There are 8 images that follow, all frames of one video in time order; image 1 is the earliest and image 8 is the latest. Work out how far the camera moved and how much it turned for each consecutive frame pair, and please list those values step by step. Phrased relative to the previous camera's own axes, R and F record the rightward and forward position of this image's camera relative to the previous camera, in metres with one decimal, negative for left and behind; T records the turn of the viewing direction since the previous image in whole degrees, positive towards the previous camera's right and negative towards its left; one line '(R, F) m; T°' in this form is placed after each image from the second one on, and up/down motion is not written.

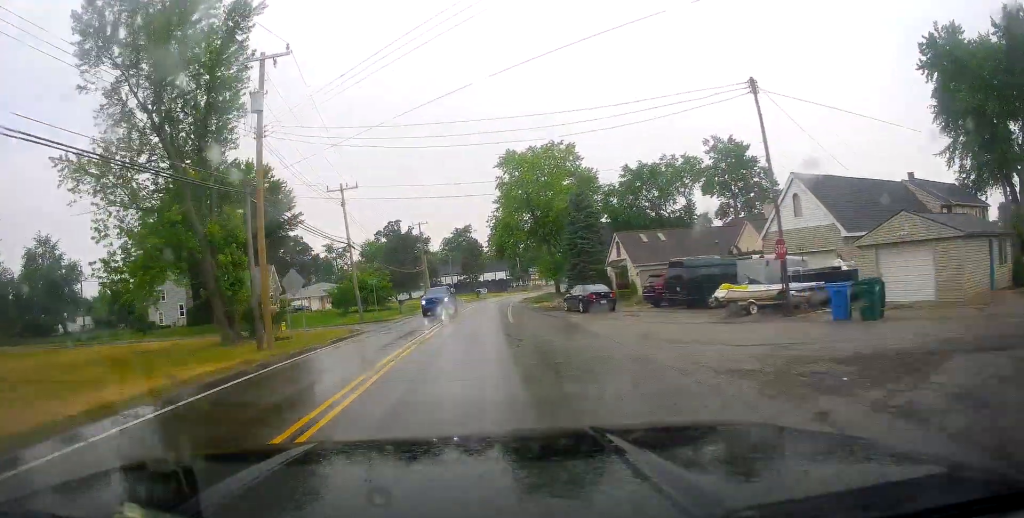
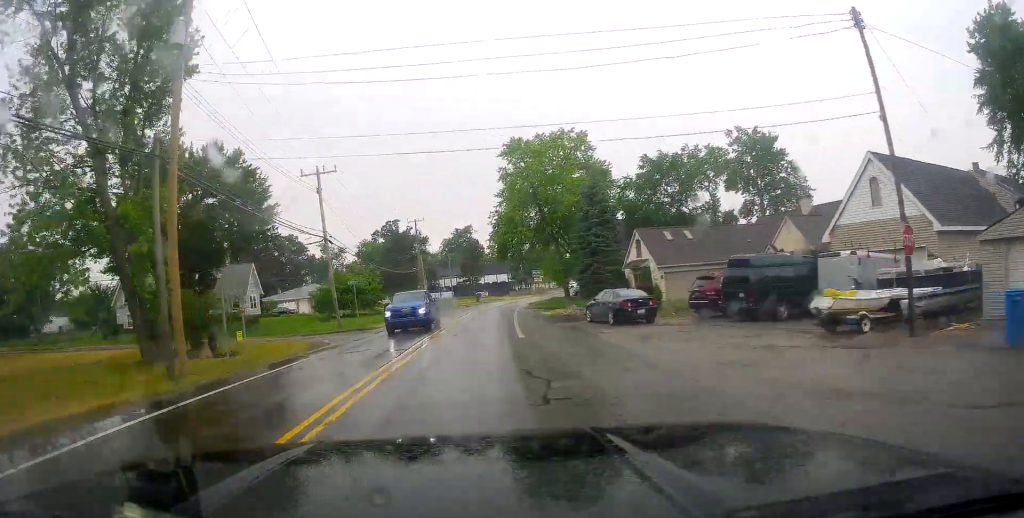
(+0.2, +7.2) m; 0°
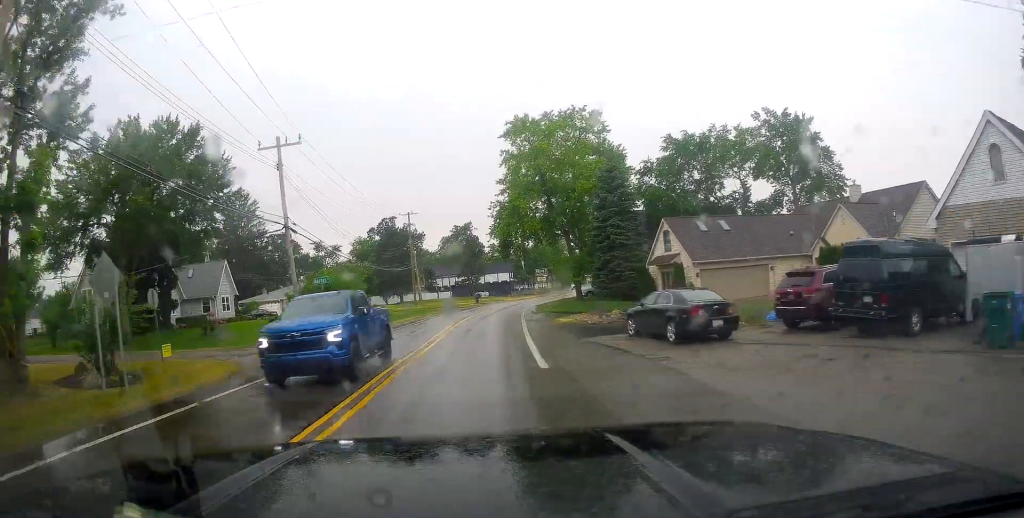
(+0.3, +7.8) m; -1°
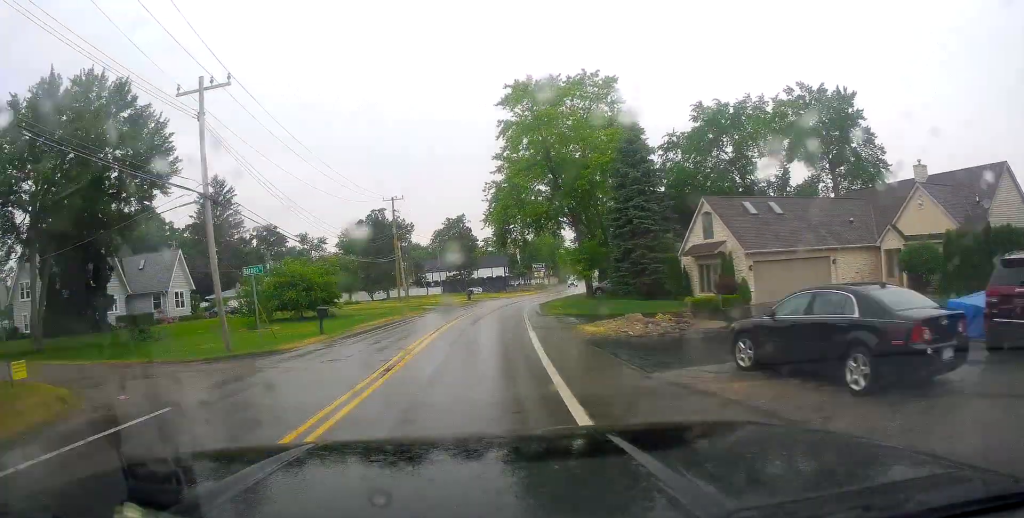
(-0.2, +8.8) m; 0°
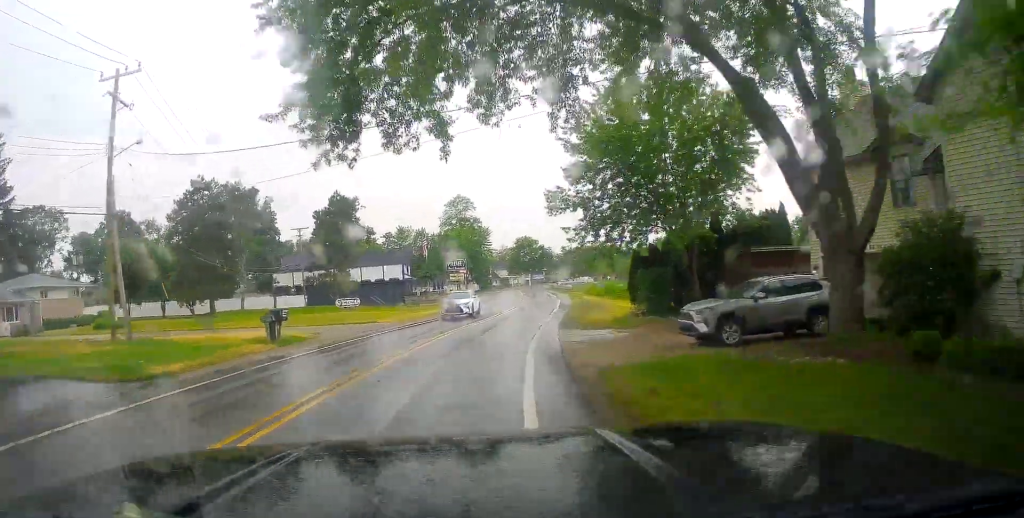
(+1.7, +44.1) m; +8°
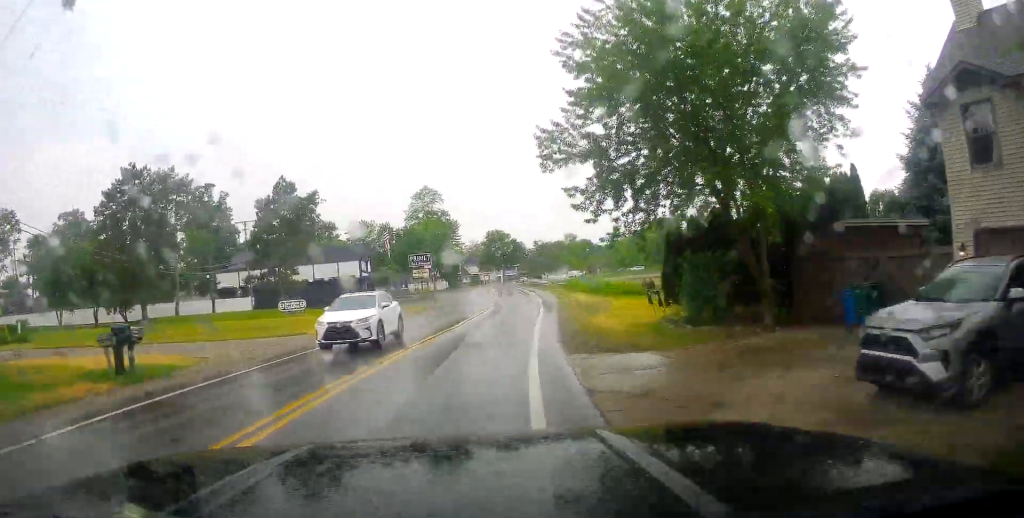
(+0.6, +9.2) m; +3°
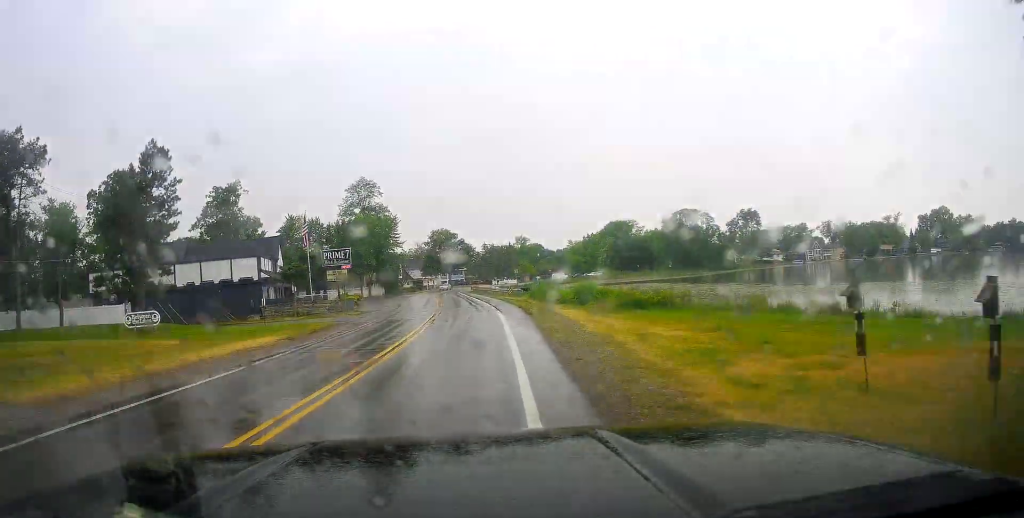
(+0.8, +17.2) m; +2°
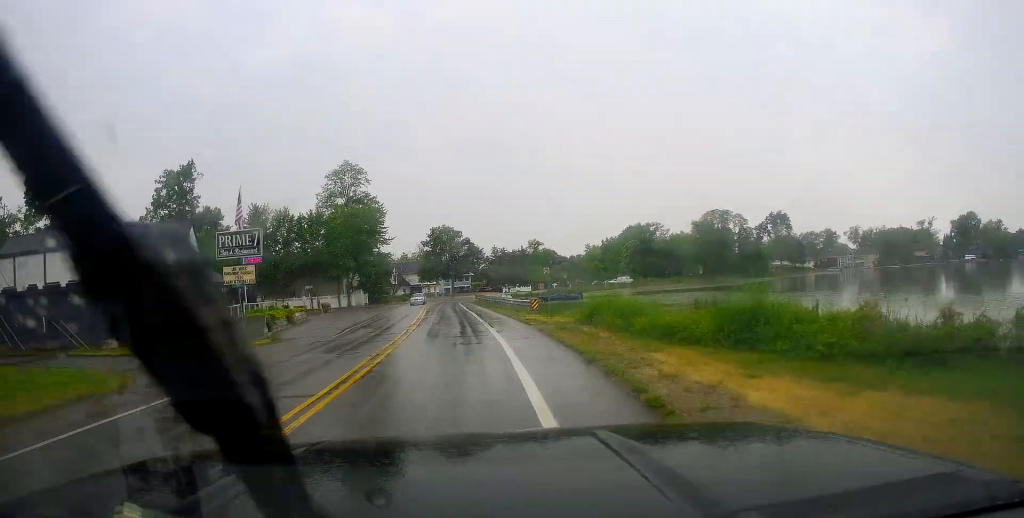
(-0.2, +22.1) m; +2°
